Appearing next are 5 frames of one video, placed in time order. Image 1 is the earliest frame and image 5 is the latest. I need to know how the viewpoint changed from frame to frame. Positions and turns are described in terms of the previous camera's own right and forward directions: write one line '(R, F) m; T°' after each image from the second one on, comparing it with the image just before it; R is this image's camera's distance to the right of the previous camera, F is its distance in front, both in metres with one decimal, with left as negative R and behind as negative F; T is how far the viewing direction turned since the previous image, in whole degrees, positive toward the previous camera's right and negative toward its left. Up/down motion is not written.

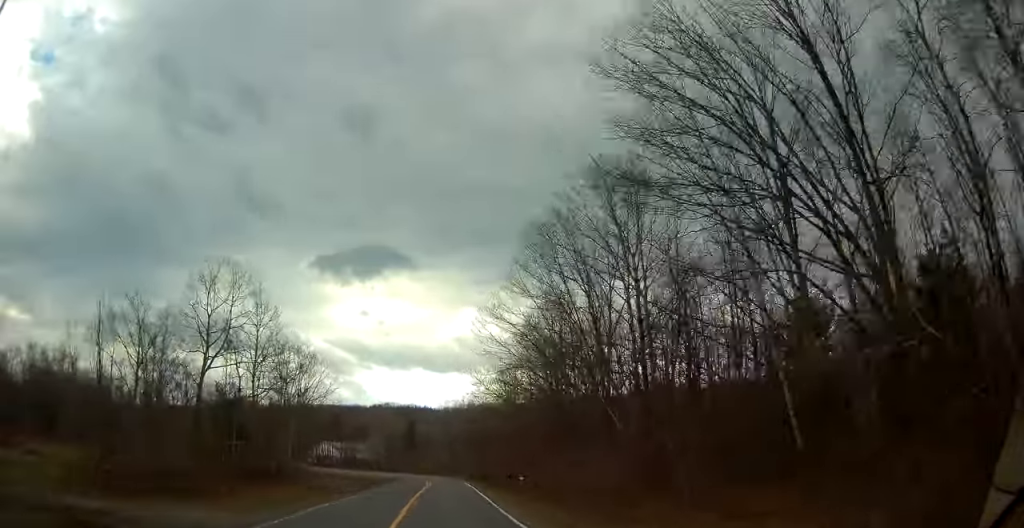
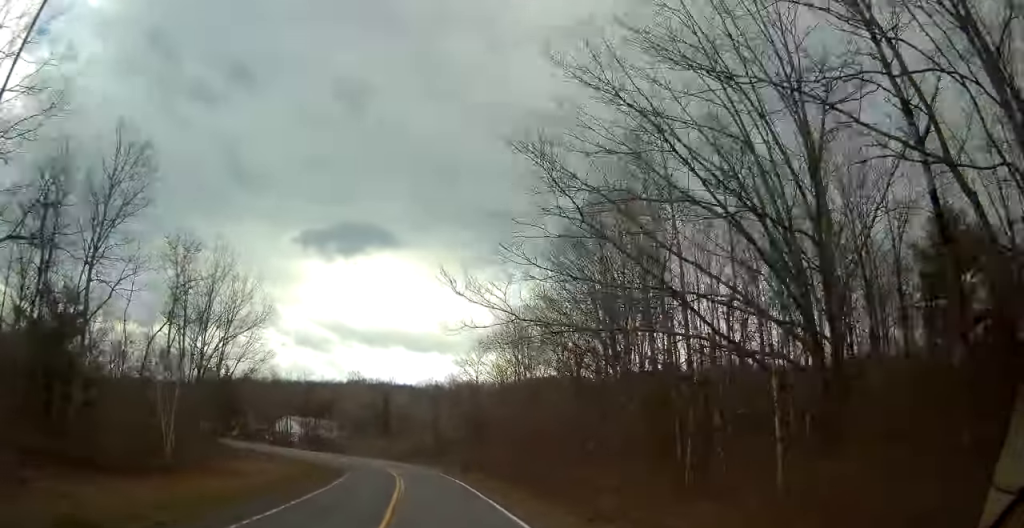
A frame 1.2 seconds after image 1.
(+0.5, +25.4) m; +1°
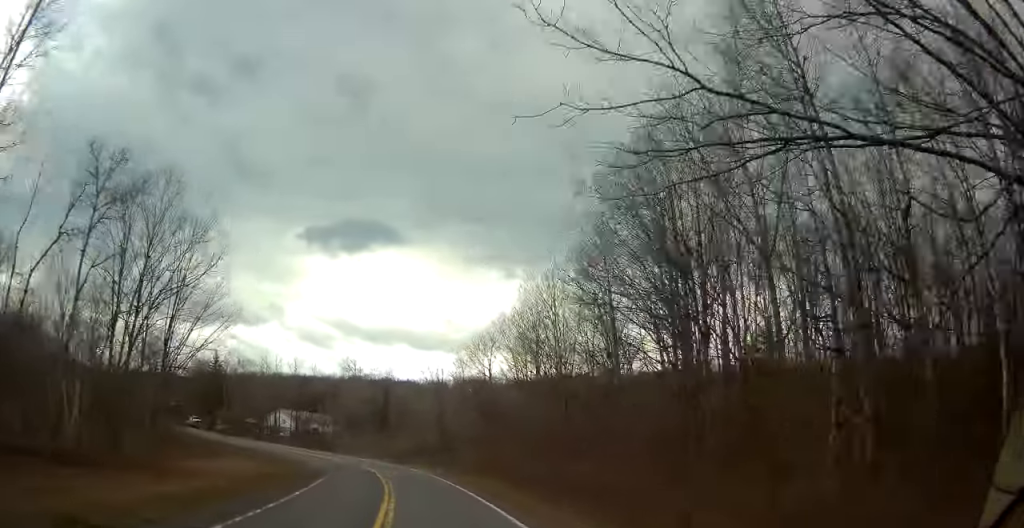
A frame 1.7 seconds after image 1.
(0.0, +11.9) m; -1°
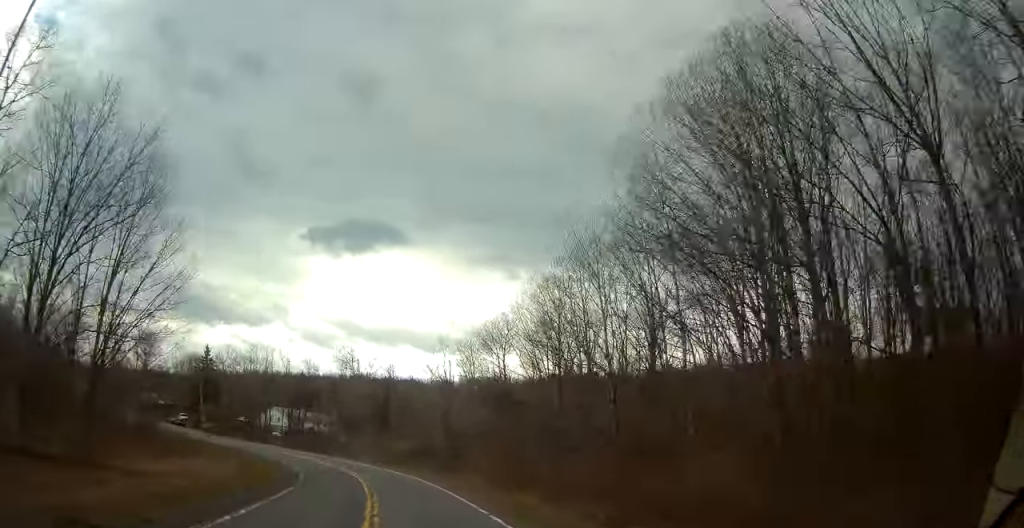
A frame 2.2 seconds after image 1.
(0.0, +9.7) m; -1°
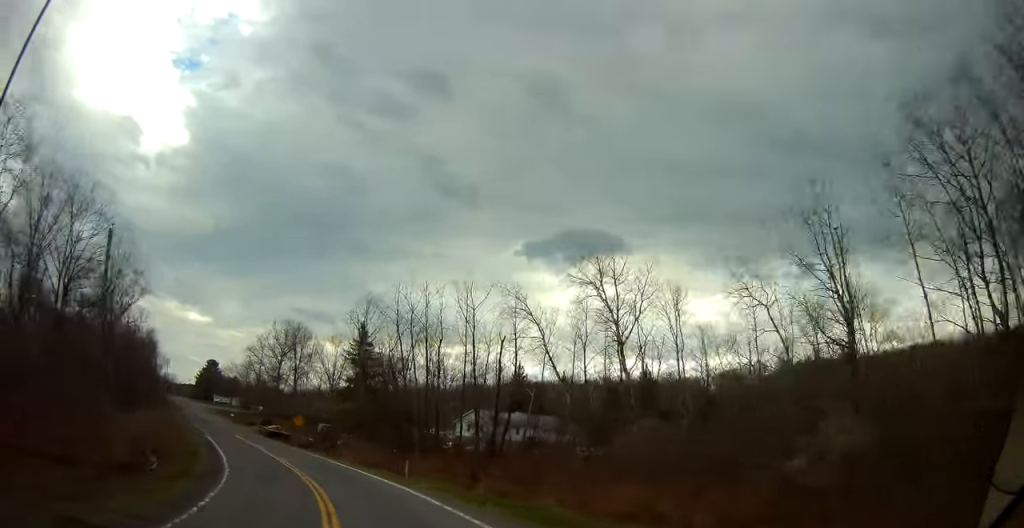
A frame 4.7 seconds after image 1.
(-6.6, +46.9) m; -23°
